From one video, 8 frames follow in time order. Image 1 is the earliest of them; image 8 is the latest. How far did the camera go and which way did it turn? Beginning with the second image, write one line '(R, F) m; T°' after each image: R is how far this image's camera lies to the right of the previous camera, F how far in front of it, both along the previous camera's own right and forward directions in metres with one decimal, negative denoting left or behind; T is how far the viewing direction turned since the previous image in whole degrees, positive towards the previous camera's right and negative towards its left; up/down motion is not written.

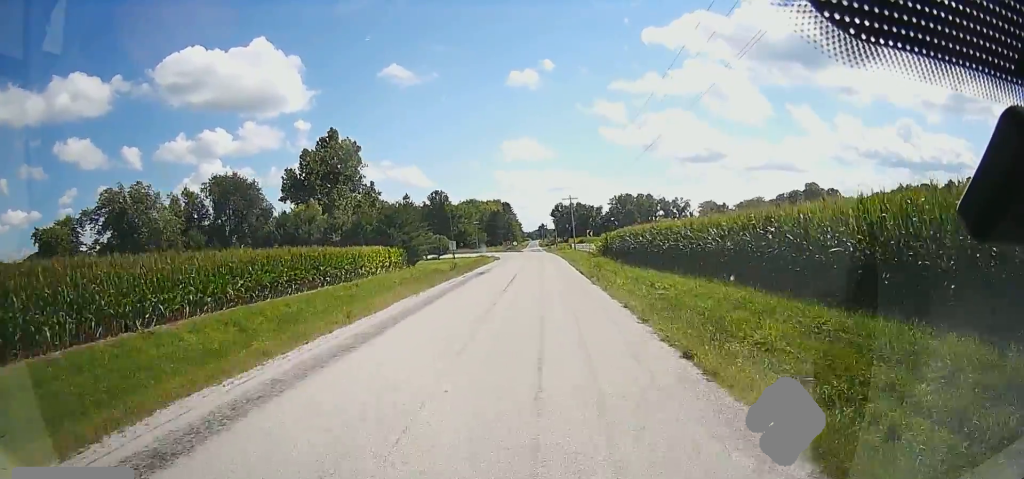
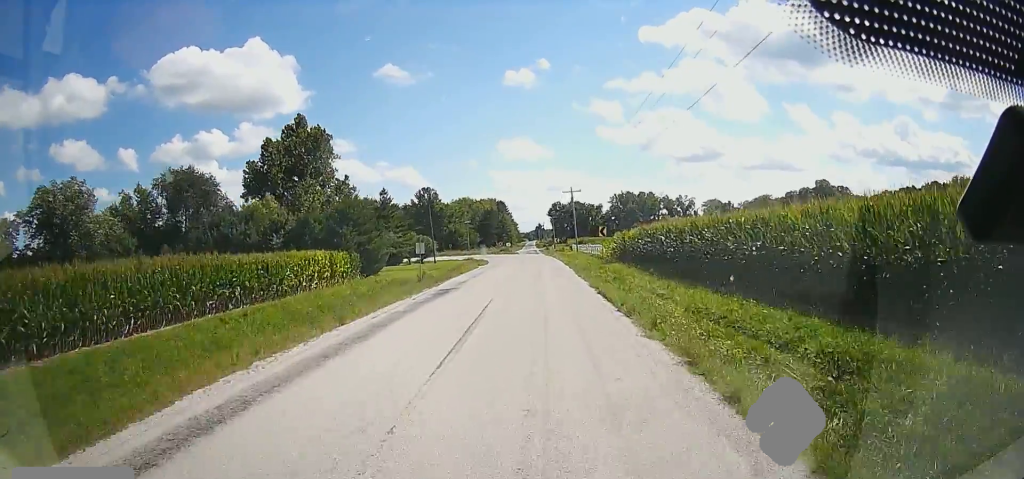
(0.0, +14.2) m; 0°
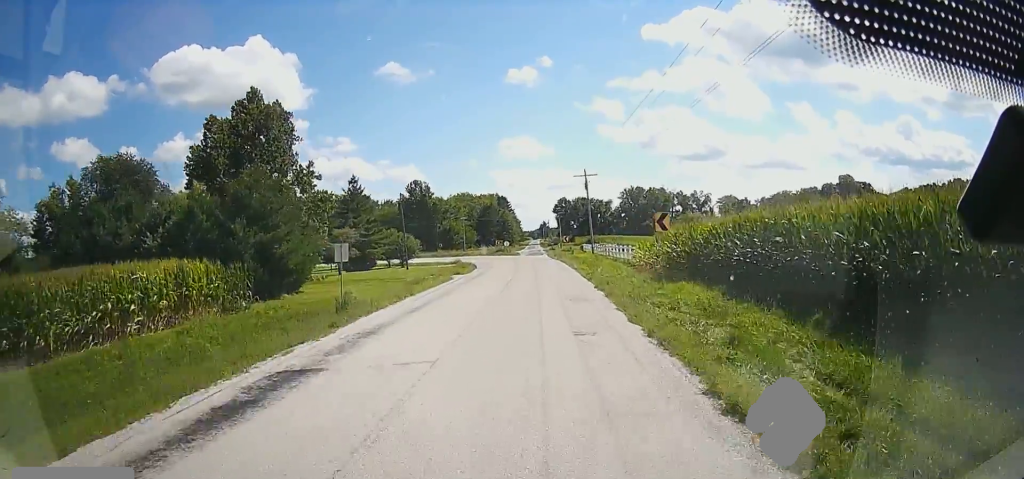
(0.0, +18.5) m; 0°
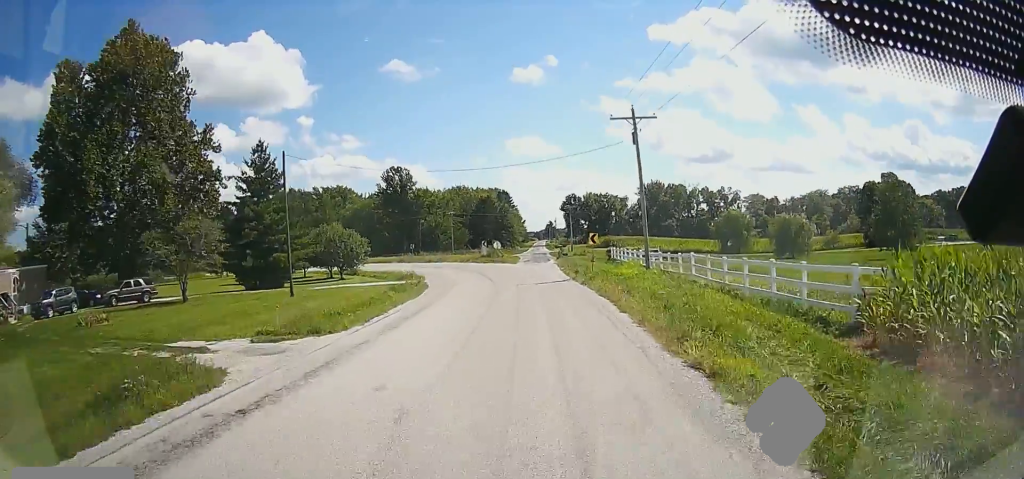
(0.0, +30.3) m; 0°
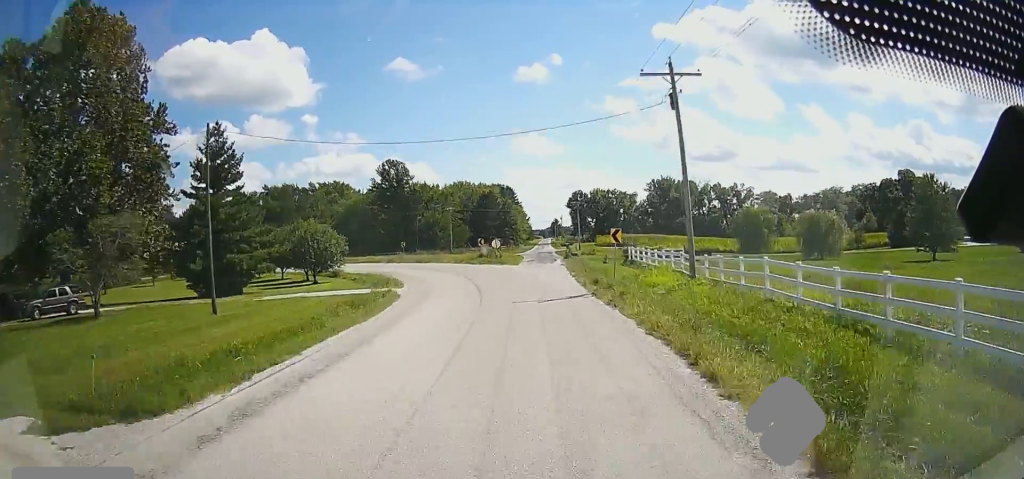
(0.0, +8.8) m; 0°
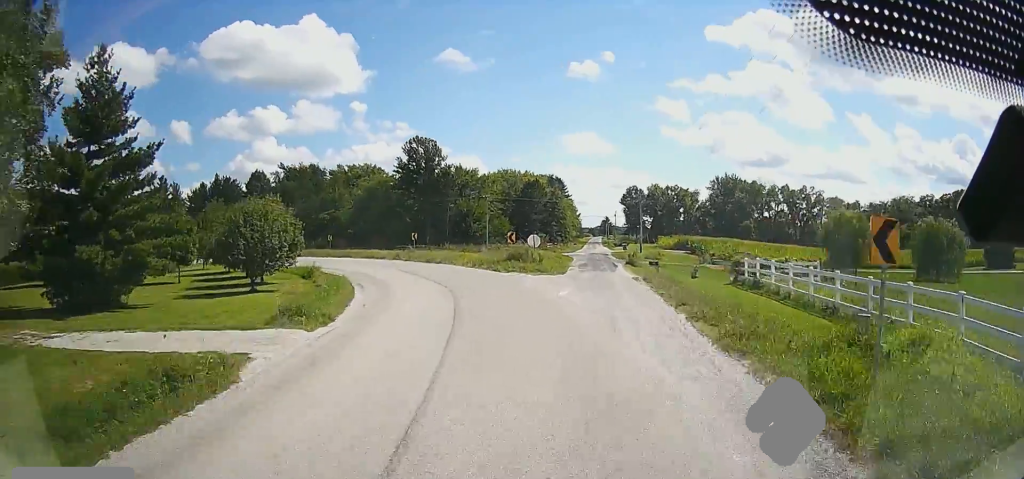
(-0.2, +19.8) m; -3°
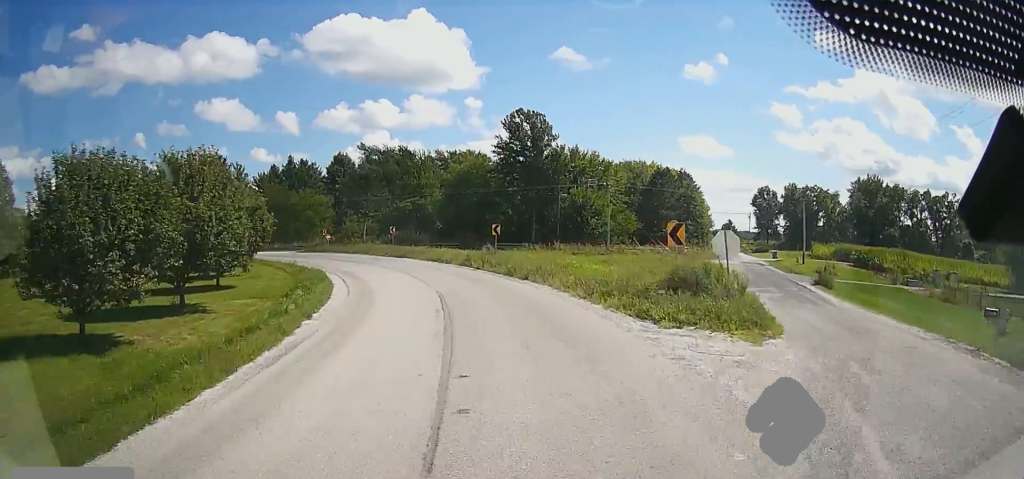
(-1.3, +21.8) m; -8°
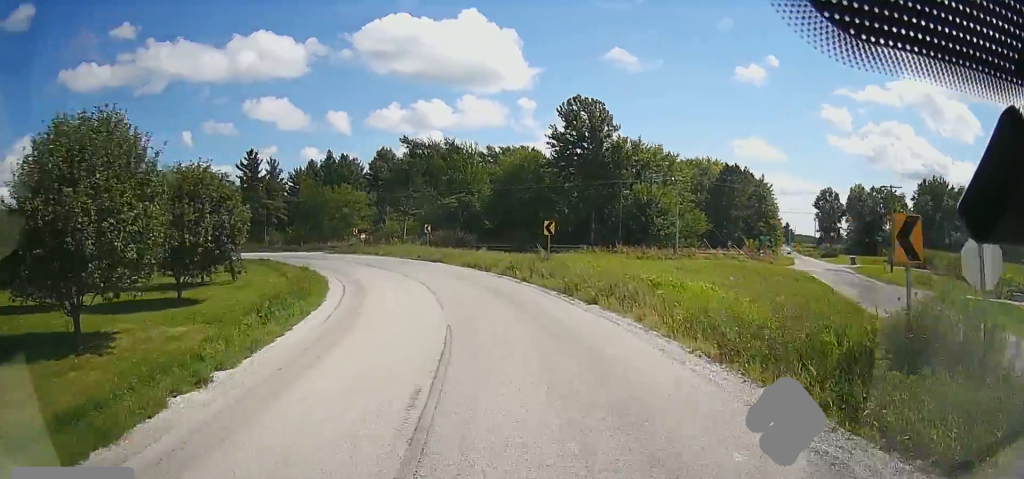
(-0.3, +8.8) m; -3°
